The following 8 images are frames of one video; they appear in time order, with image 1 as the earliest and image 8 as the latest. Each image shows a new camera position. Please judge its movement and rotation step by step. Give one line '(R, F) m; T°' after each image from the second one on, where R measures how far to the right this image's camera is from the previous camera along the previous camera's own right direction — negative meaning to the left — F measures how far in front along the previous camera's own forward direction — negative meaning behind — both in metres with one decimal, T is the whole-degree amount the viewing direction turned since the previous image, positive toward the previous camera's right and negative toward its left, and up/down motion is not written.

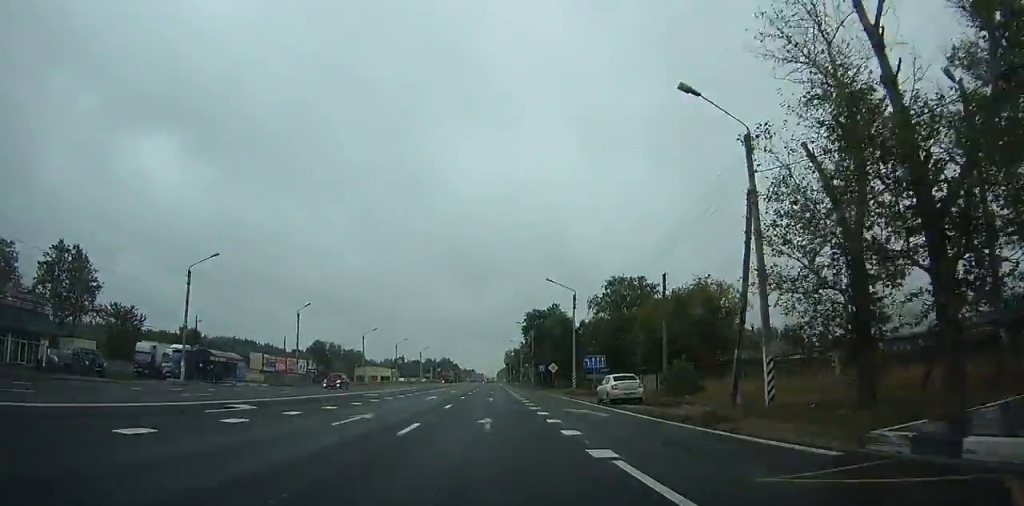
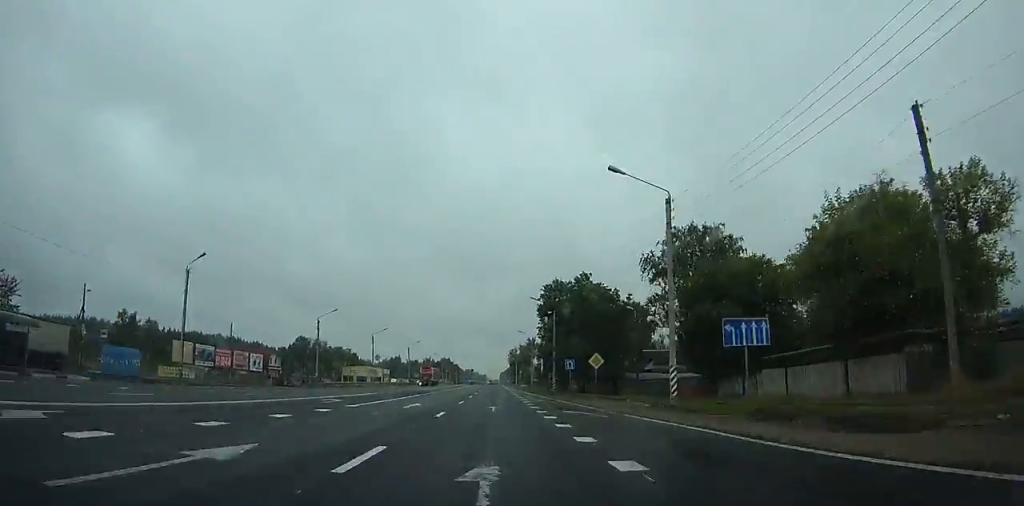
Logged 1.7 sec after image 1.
(0.0, +27.6) m; 0°
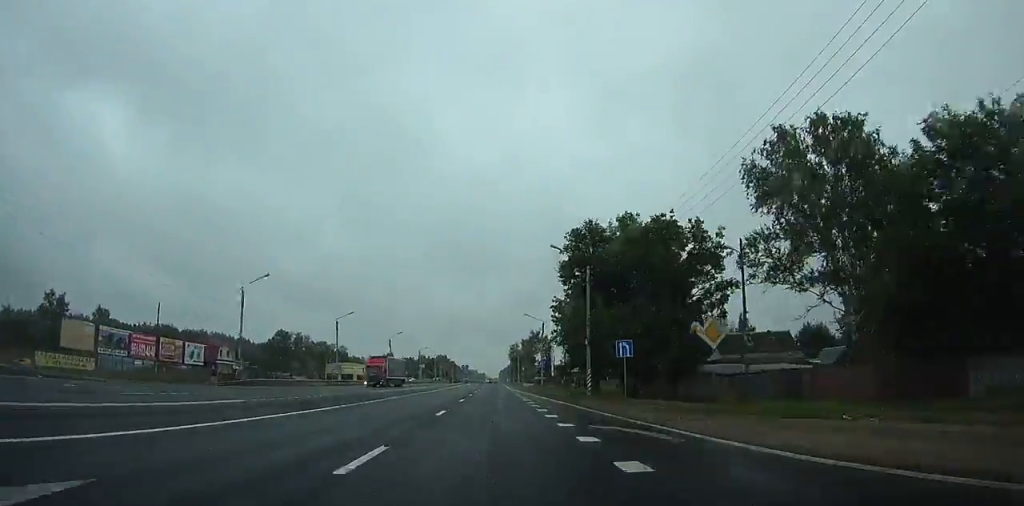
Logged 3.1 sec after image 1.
(0.0, +24.0) m; 0°
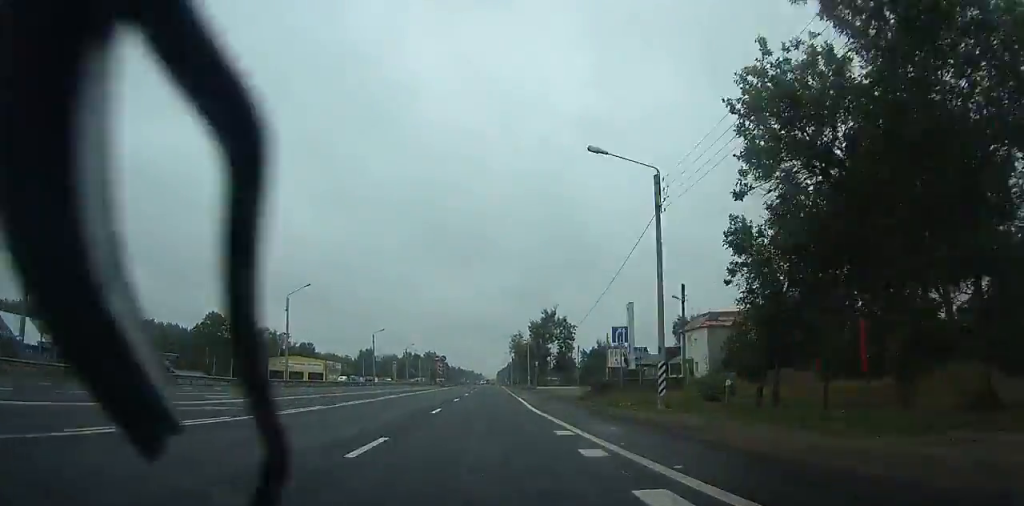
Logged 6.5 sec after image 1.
(+0.4, +64.9) m; +1°
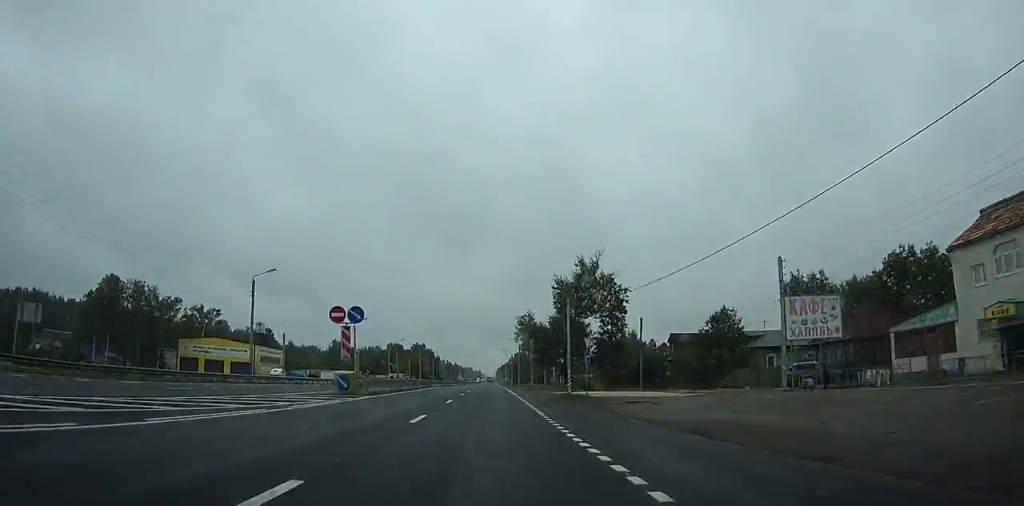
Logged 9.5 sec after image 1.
(0.0, +59.2) m; 0°
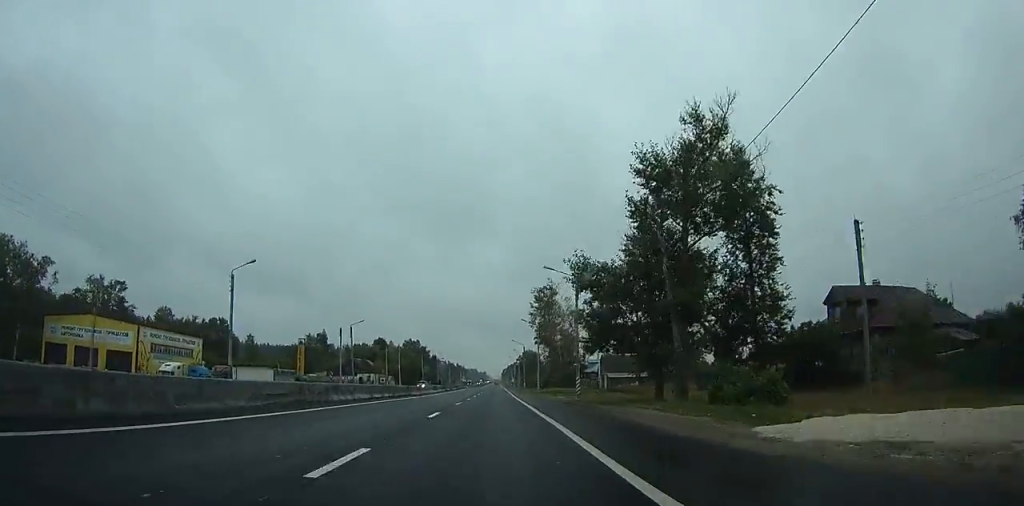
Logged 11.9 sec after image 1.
(-0.1, +46.4) m; 0°
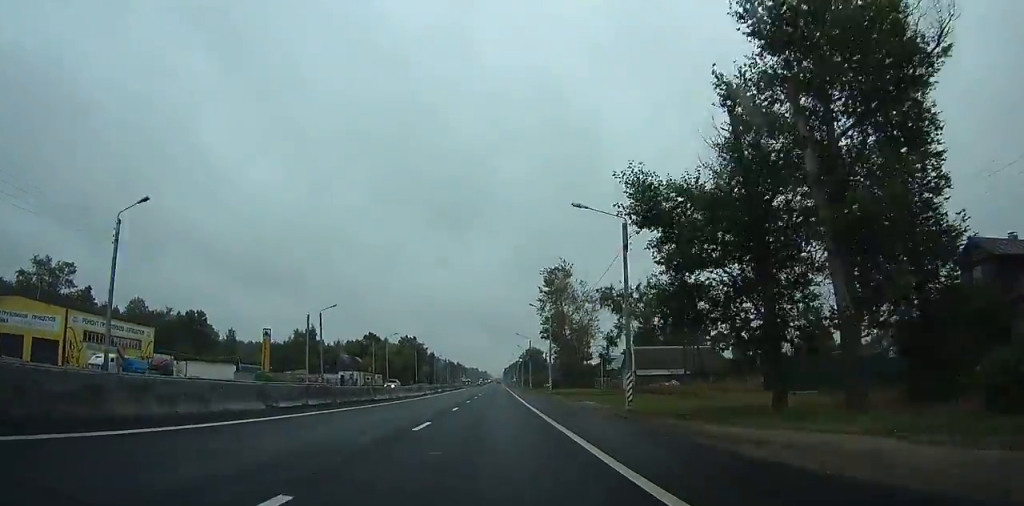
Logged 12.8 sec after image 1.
(-0.1, +16.1) m; 0°
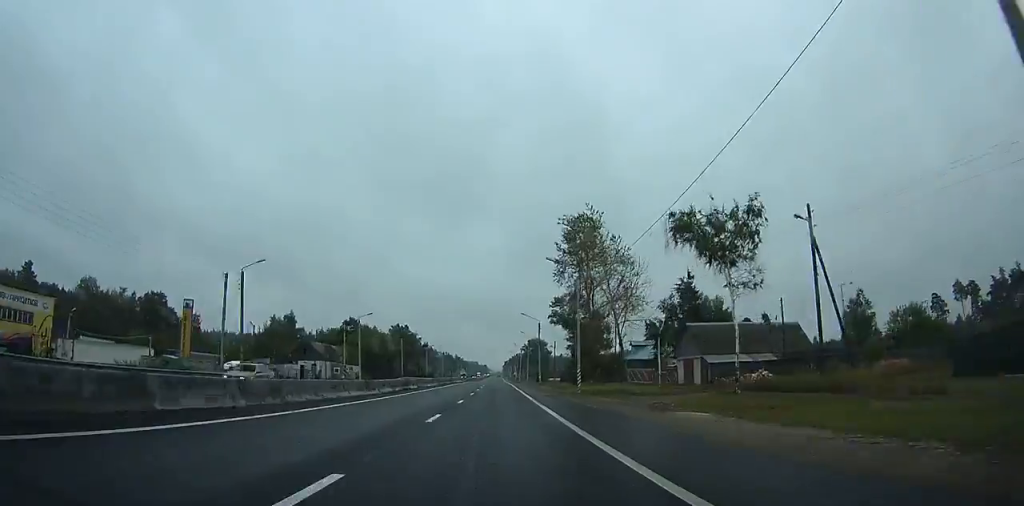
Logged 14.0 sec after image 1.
(+0.3, +22.3) m; 0°
